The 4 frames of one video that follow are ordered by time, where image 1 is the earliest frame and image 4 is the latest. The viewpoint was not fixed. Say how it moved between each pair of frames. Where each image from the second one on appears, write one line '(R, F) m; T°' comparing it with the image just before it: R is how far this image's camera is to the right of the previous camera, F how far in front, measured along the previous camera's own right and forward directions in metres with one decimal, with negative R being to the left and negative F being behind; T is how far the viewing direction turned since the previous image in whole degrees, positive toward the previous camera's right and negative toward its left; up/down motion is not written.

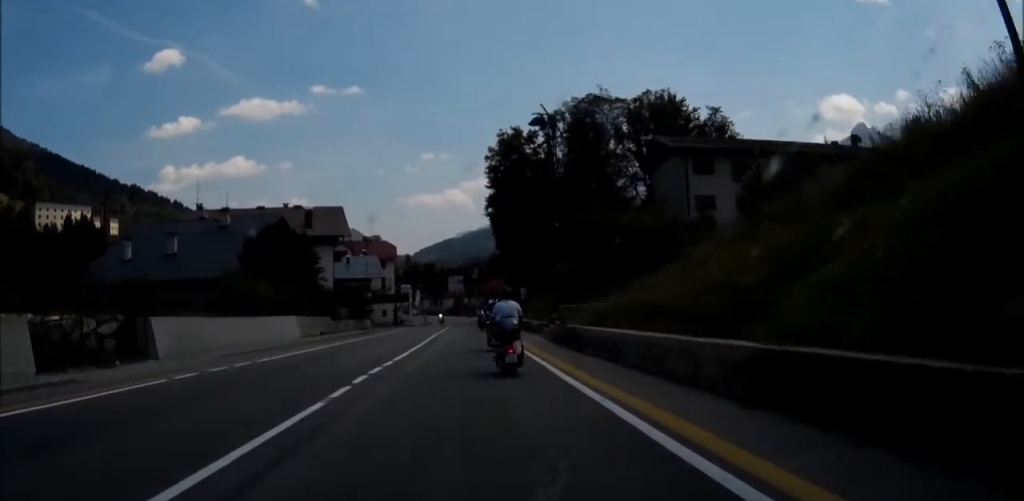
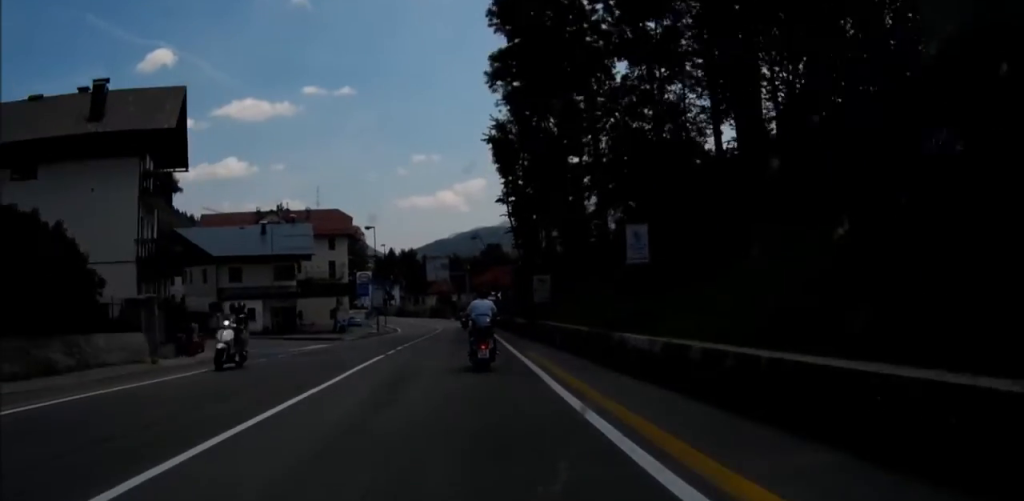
(+0.9, +48.6) m; +2°
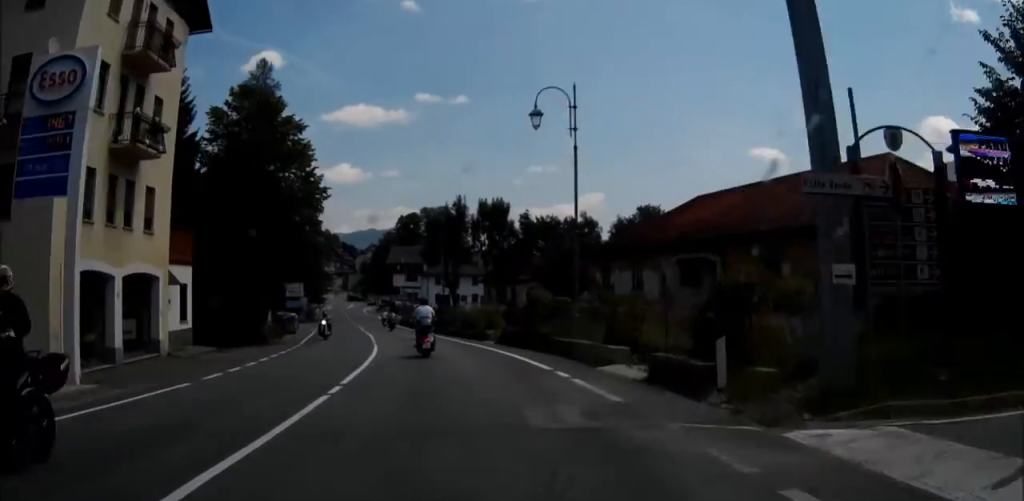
(-5.3, +87.7) m; -11°
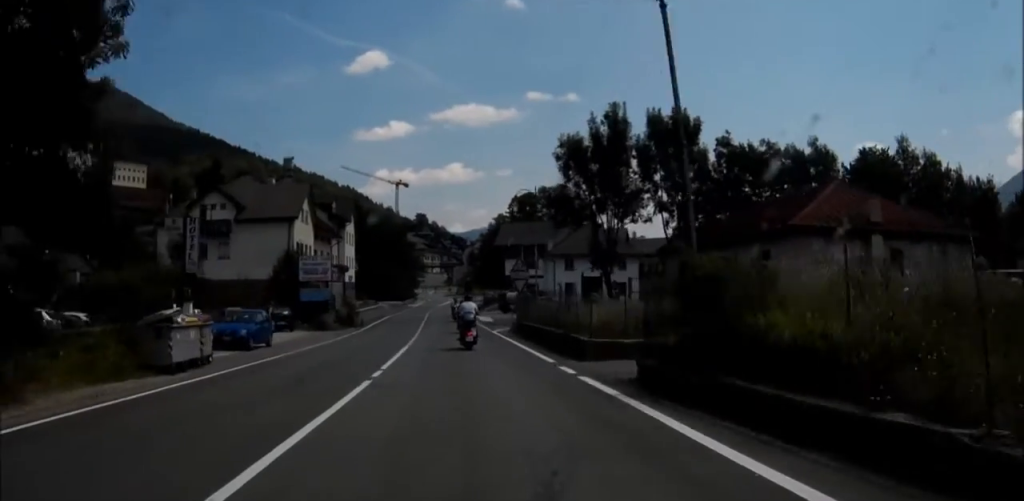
(-2.2, +36.6) m; -6°
